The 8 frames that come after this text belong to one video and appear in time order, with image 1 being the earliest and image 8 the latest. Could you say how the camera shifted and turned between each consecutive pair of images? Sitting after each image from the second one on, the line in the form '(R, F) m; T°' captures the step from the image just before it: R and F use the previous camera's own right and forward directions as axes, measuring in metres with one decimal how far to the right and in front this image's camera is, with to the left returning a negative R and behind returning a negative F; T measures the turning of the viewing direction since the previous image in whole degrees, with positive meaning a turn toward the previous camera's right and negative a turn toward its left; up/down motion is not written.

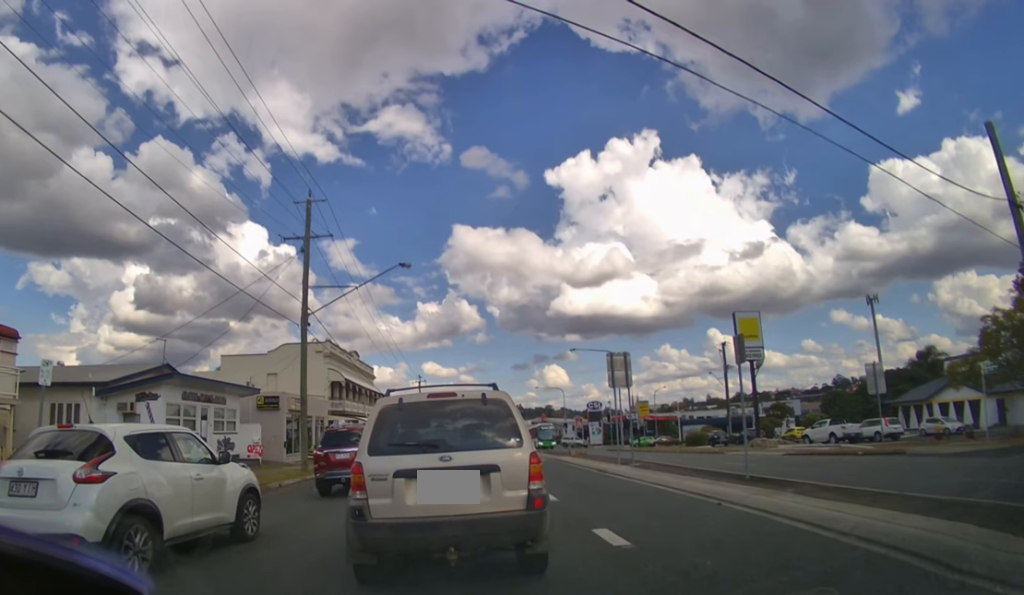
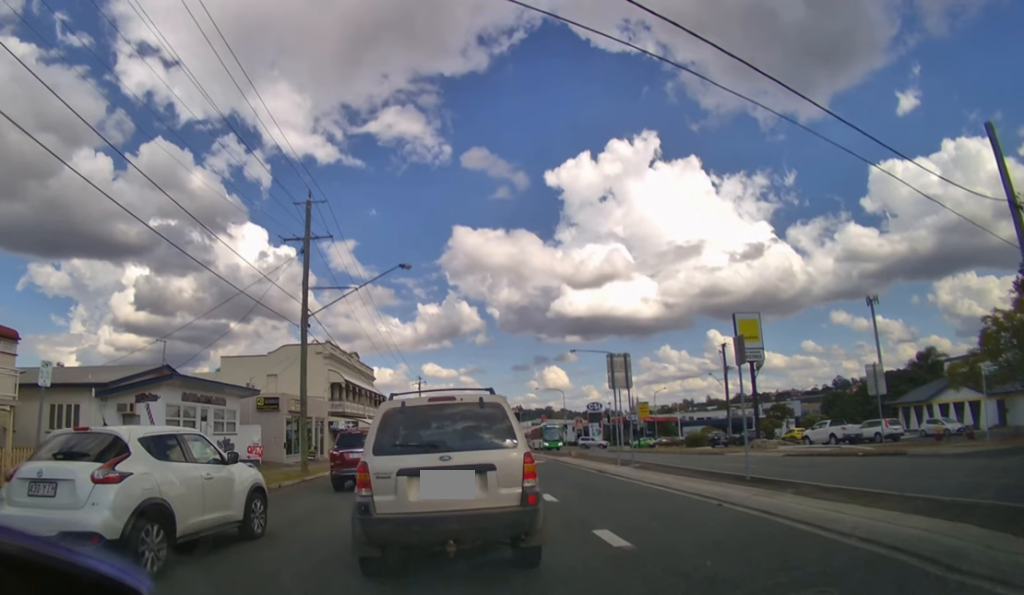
(0.0, 0.0) m; 0°
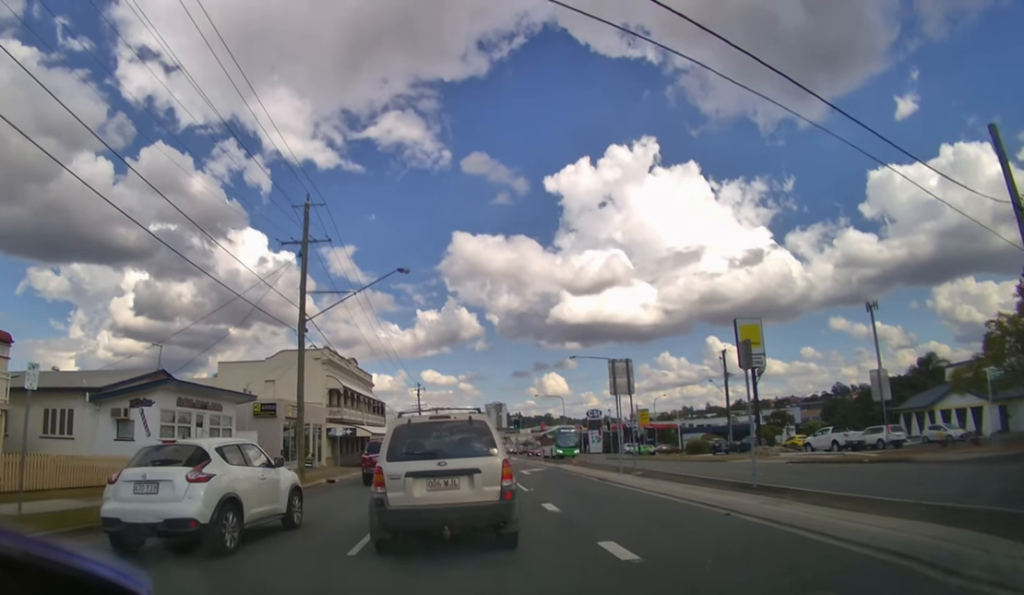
(0.0, +0.2) m; 0°
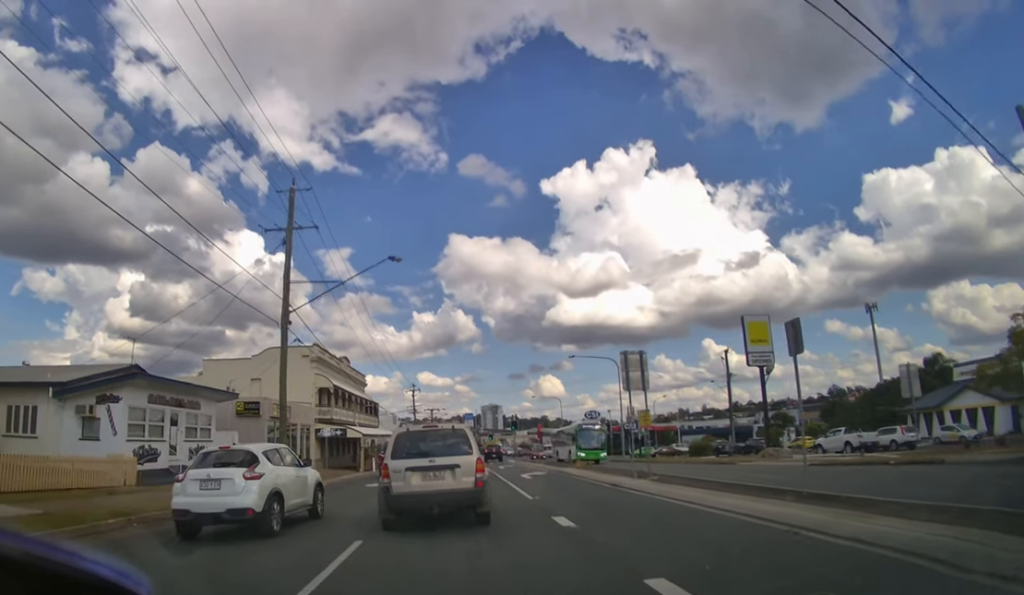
(0.0, +0.2) m; 0°
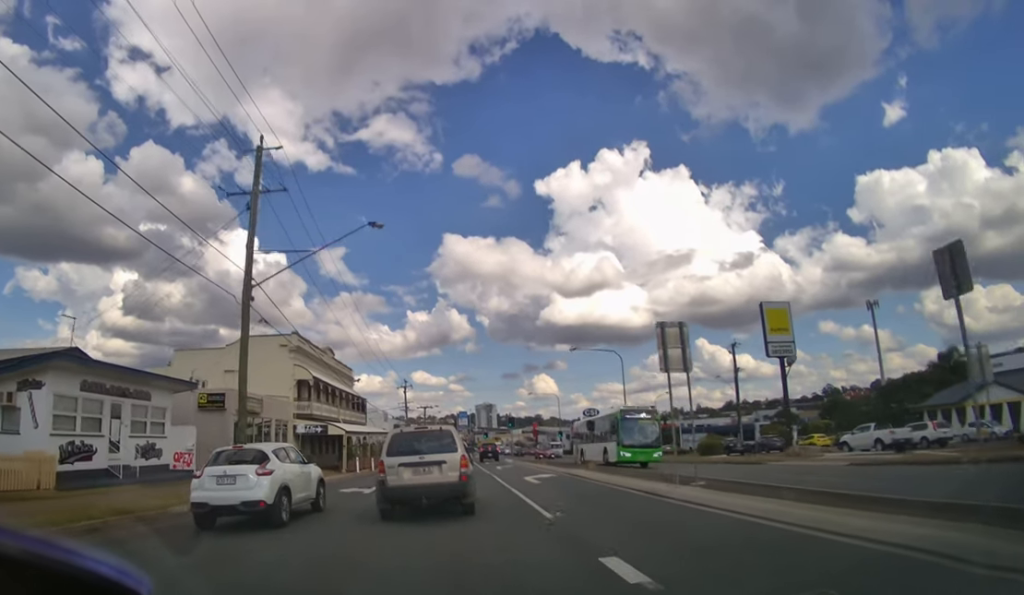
(0.0, +1.6) m; +1°
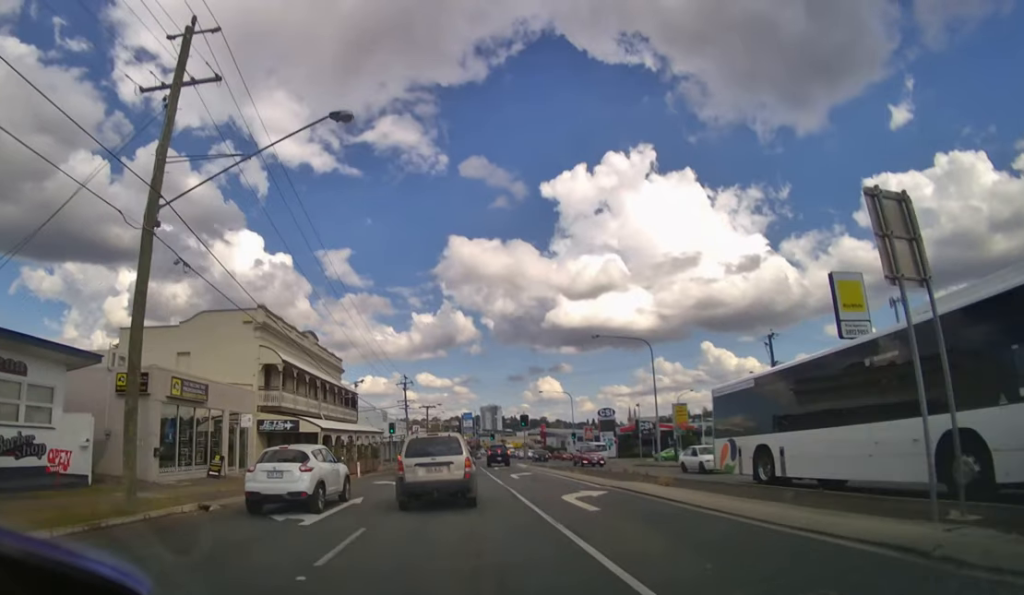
(0.0, +6.3) m; 0°
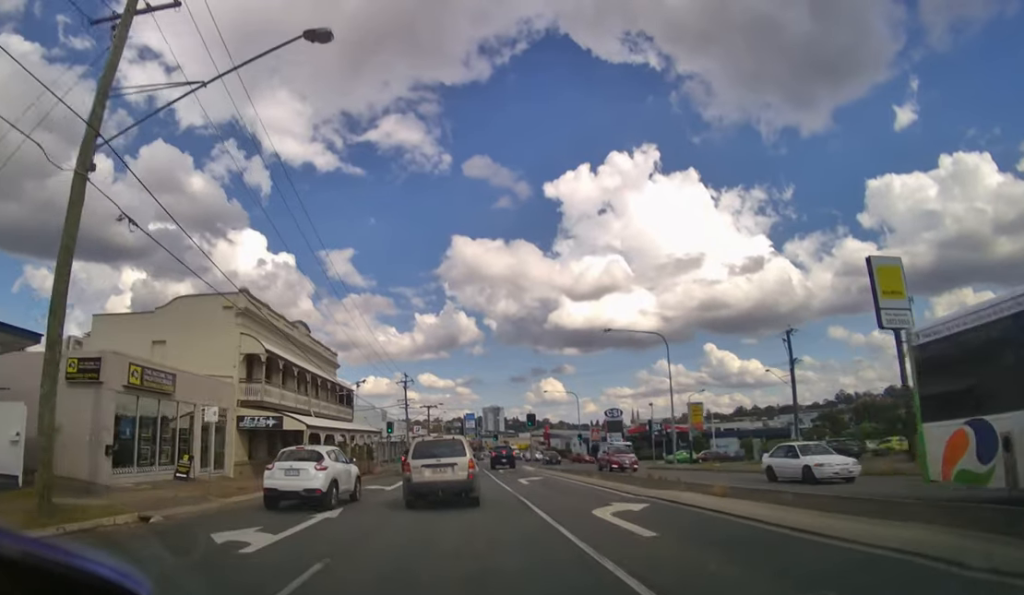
(0.0, +3.4) m; 0°
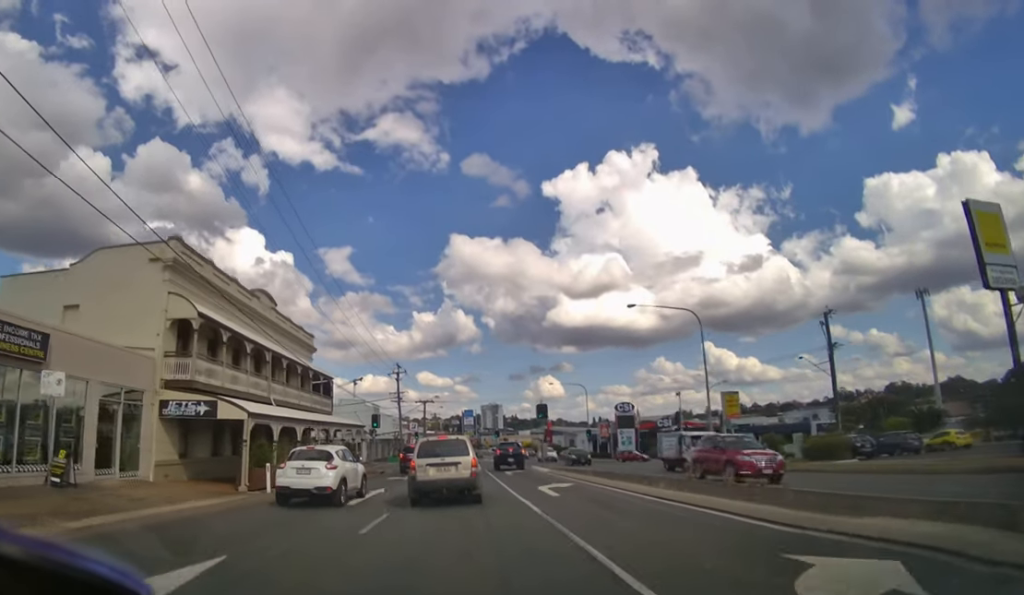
(0.0, +6.9) m; 0°
